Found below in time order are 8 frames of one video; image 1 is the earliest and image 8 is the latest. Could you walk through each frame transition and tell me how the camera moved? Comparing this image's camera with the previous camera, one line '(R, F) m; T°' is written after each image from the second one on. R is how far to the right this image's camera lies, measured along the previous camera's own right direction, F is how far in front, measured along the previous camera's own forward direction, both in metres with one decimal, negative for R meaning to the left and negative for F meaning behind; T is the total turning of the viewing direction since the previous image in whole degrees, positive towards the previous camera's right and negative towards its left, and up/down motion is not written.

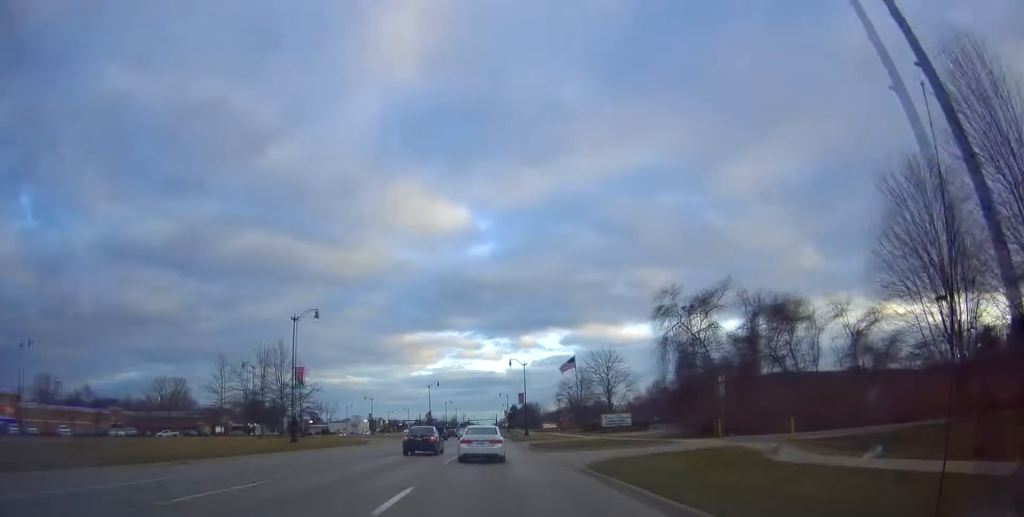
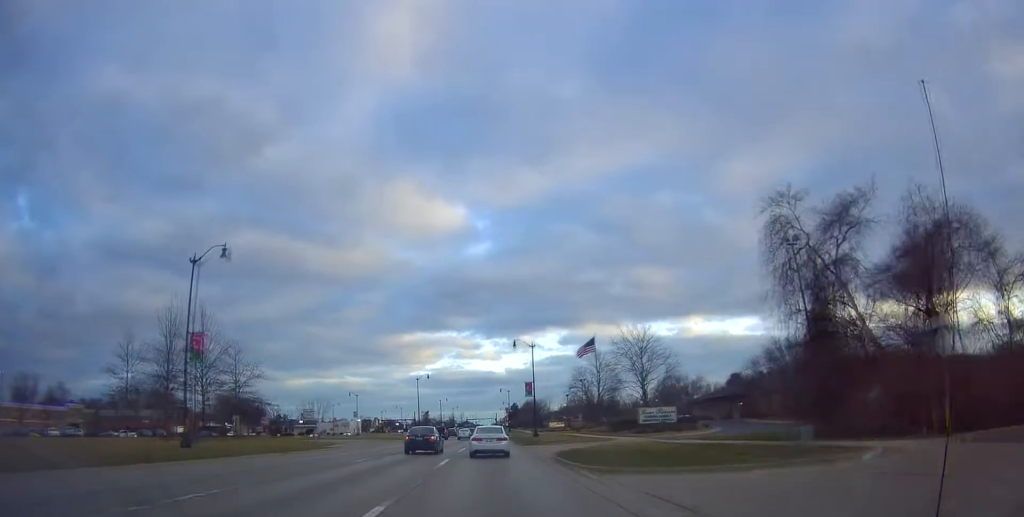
(+0.6, +17.8) m; +2°
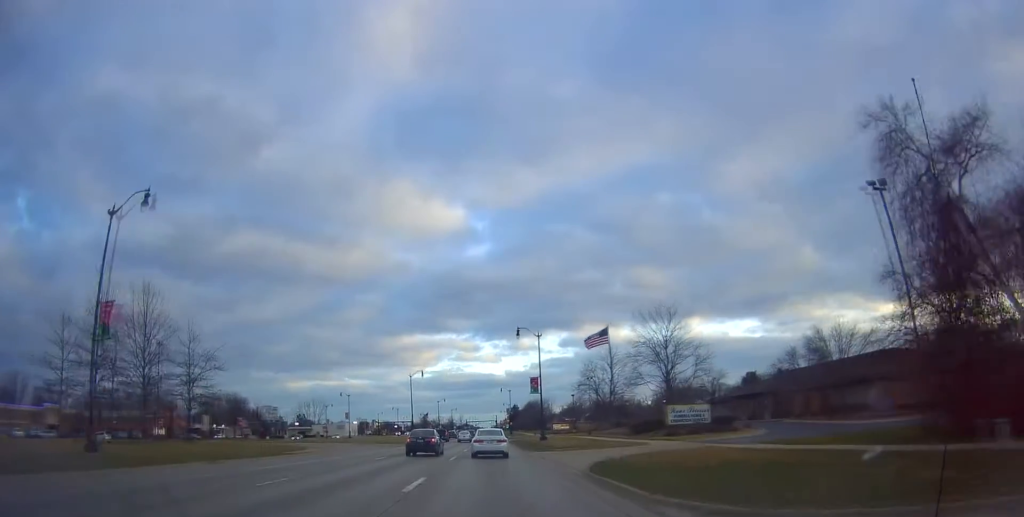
(0.0, +8.5) m; 0°
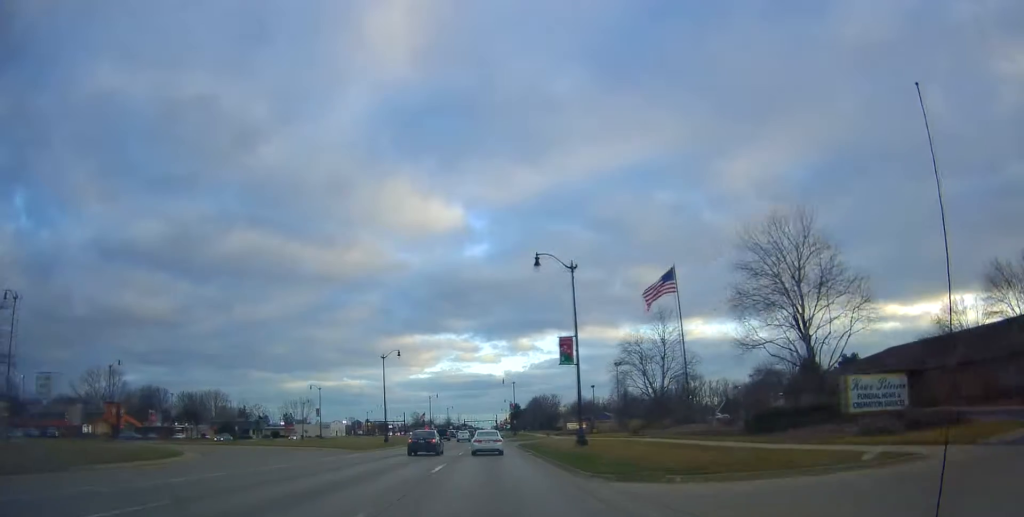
(0.0, +23.5) m; -1°
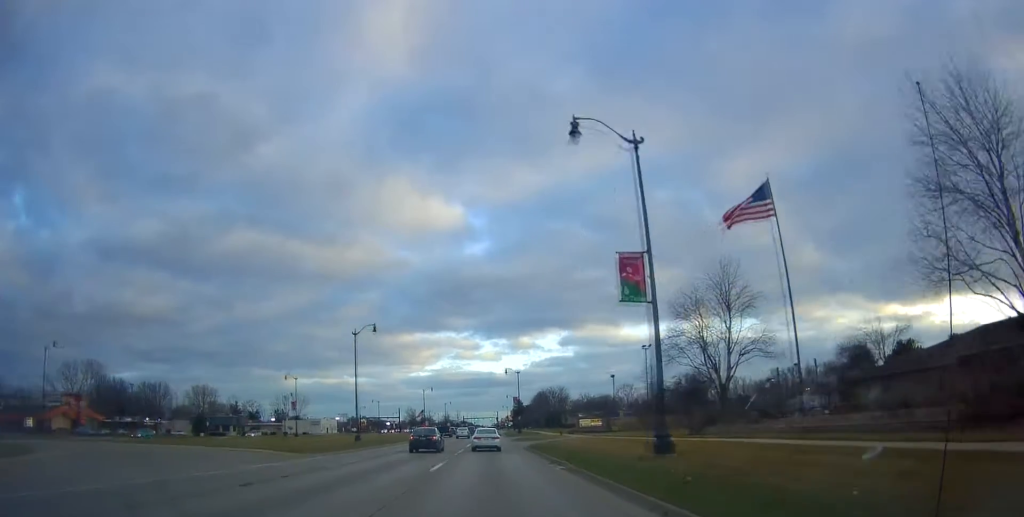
(-0.2, +14.9) m; 0°
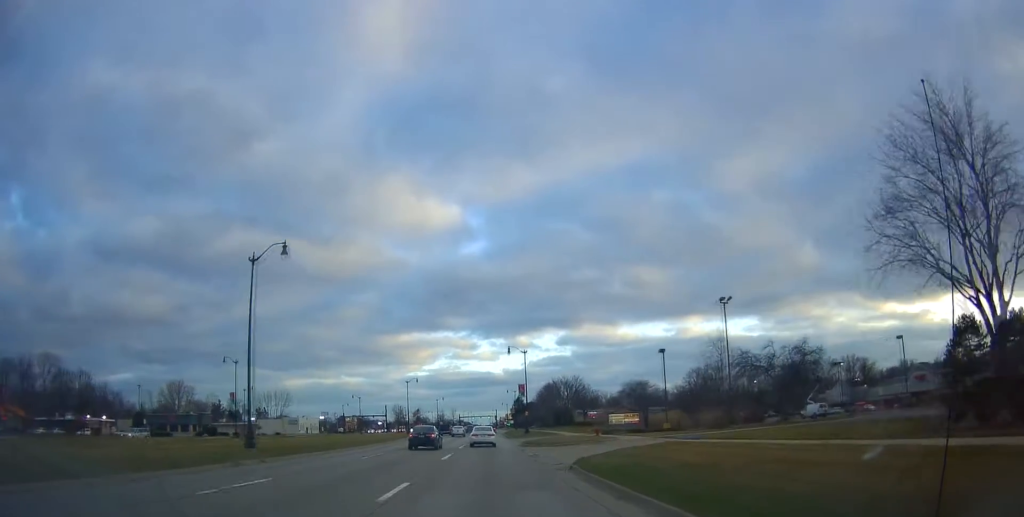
(+0.1, +24.2) m; +1°
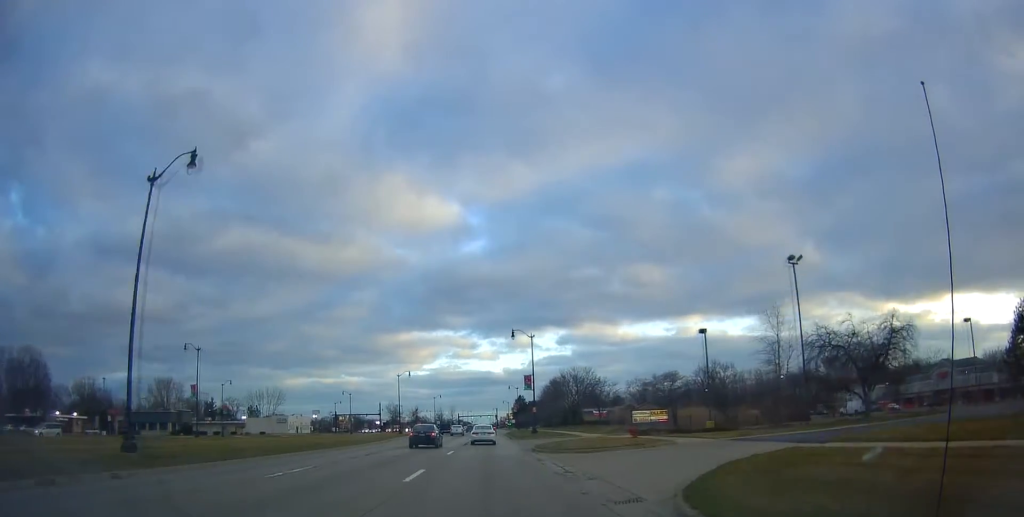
(+0.1, +11.3) m; 0°
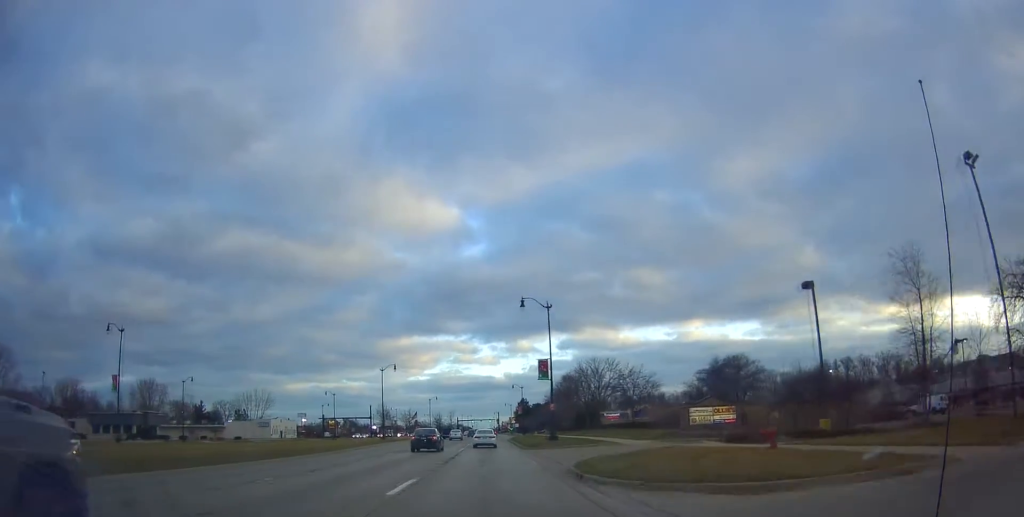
(0.0, +16.5) m; 0°
